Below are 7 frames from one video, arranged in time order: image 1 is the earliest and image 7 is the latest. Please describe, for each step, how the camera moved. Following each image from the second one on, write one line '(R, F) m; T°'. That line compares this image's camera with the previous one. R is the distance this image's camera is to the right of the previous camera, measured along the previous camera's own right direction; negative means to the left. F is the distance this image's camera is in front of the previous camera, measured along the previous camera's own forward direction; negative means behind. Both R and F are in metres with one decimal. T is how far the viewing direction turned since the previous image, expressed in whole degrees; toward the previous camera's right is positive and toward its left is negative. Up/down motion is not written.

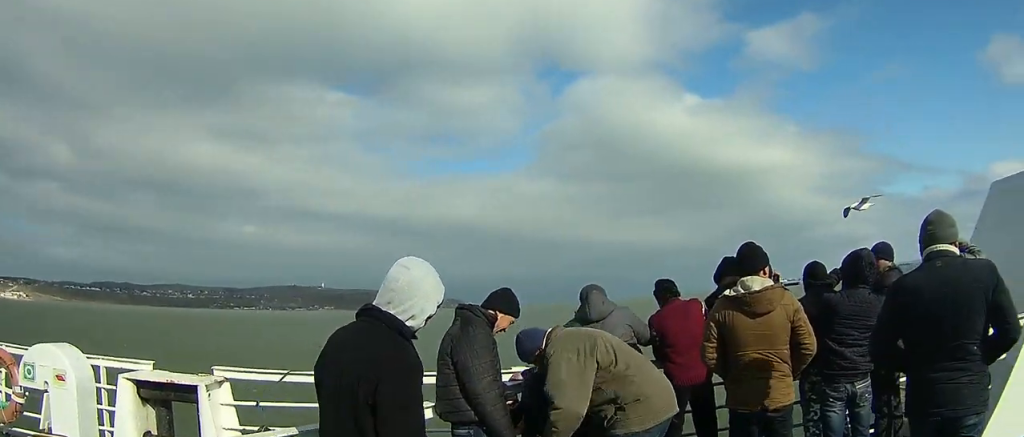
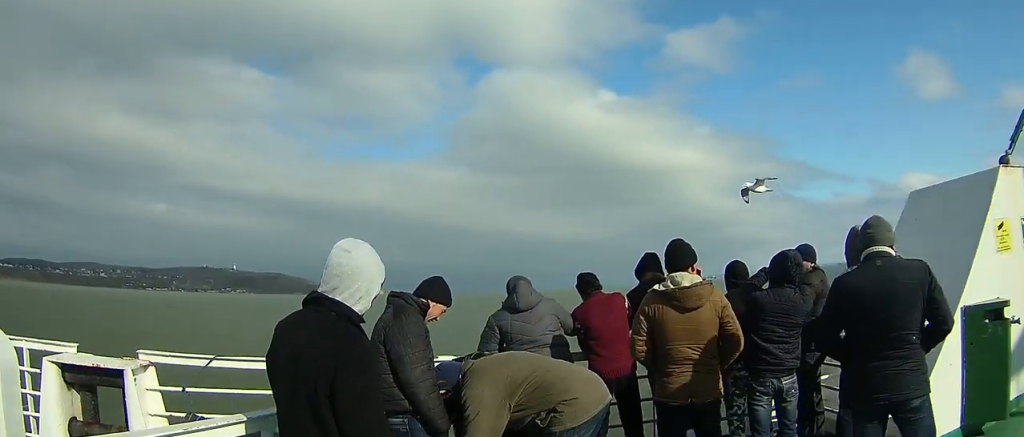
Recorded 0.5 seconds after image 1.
(+0.1, +2.2) m; +2°
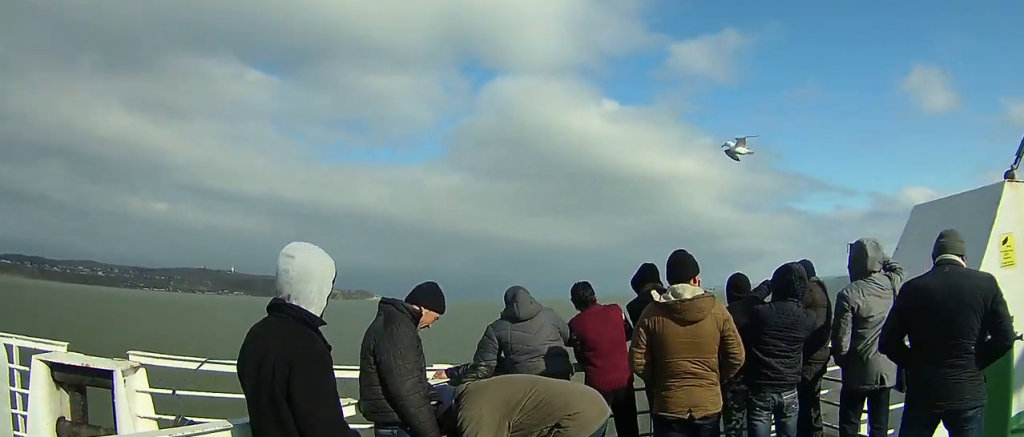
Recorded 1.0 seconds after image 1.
(0.0, +2.1) m; 0°
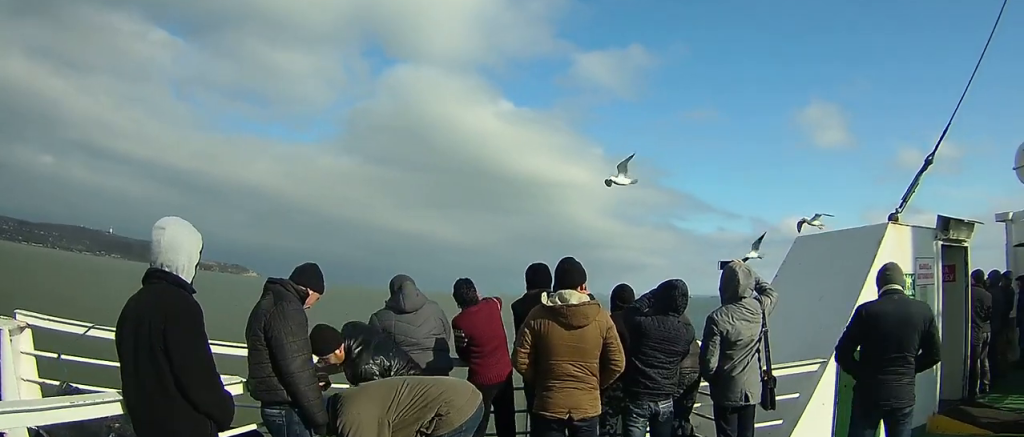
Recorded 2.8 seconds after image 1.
(-0.1, +7.4) m; -1°
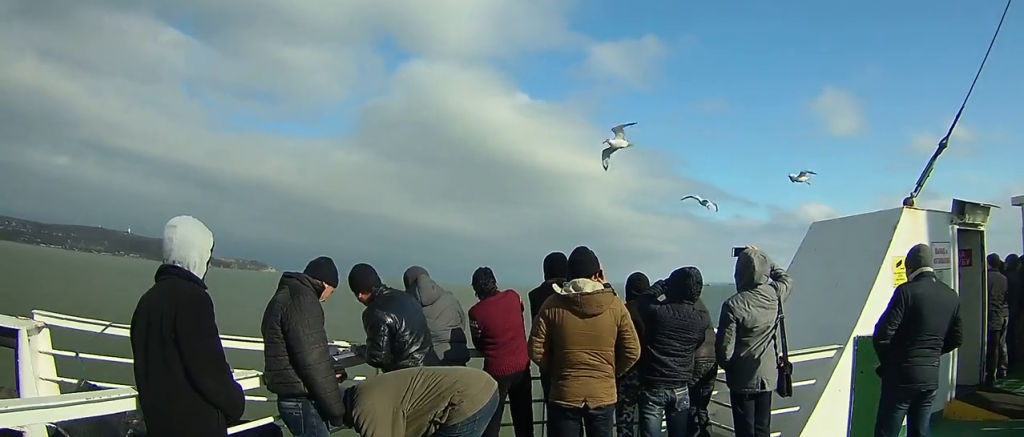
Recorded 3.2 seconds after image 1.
(0.0, +1.9) m; 0°
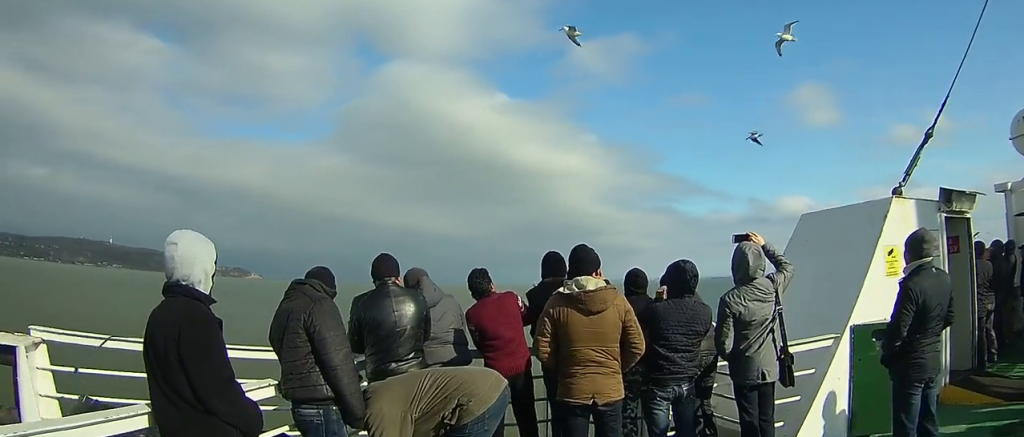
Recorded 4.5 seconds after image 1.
(0.0, +5.6) m; 0°
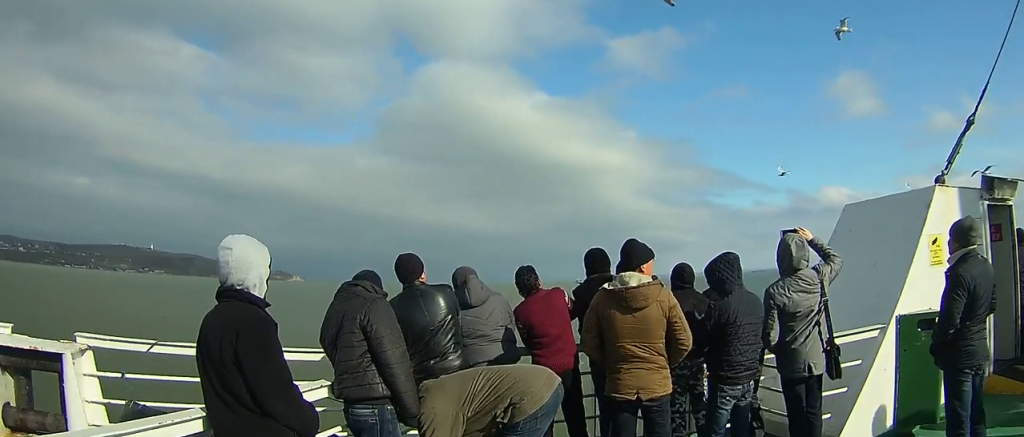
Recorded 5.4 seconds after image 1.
(0.0, +4.3) m; +1°
